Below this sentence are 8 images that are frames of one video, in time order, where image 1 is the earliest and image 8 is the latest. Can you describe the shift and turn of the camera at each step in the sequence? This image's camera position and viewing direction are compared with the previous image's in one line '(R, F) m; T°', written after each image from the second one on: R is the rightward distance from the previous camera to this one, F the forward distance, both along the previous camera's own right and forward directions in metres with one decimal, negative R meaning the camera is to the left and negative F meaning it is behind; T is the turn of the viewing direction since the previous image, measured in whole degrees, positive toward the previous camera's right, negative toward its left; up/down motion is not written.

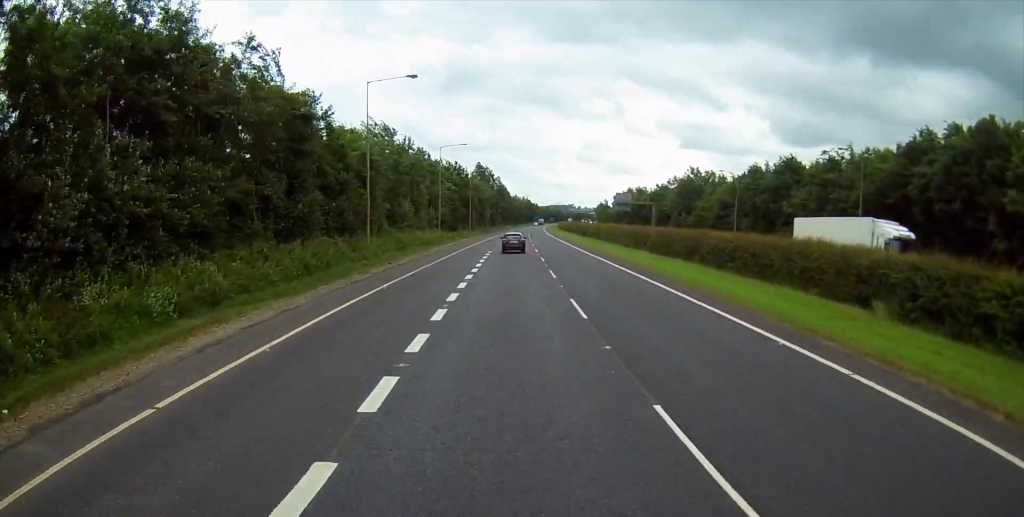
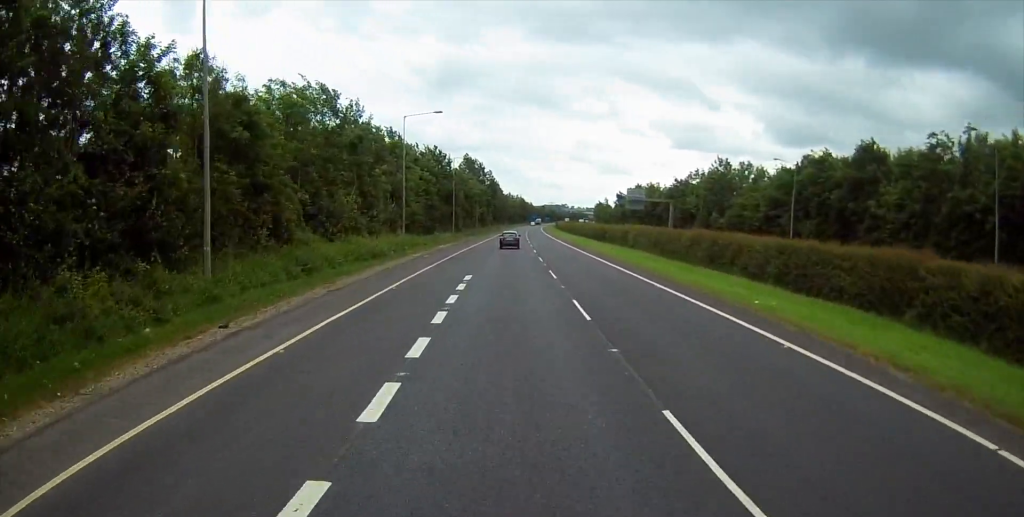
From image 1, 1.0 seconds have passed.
(0.0, +24.2) m; 0°
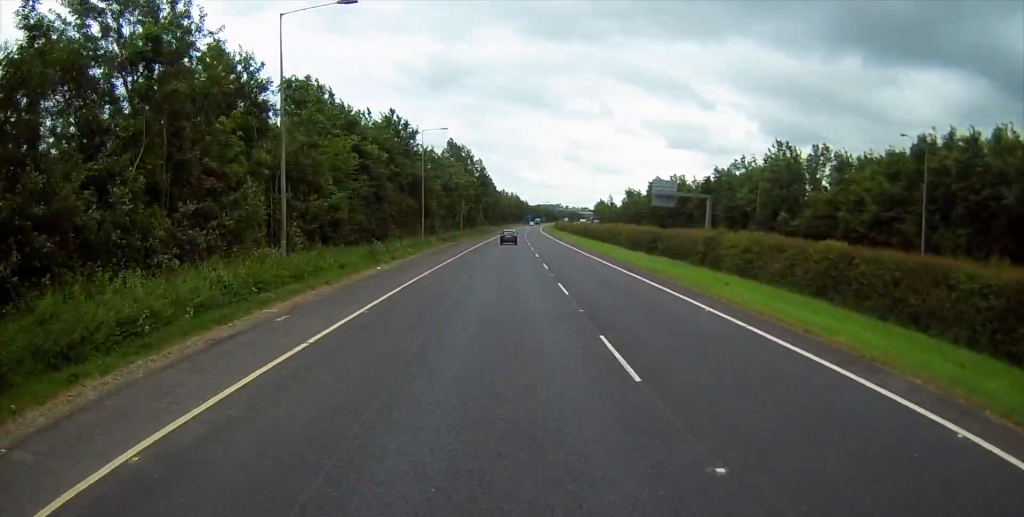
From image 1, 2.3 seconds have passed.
(+0.2, +30.4) m; +1°
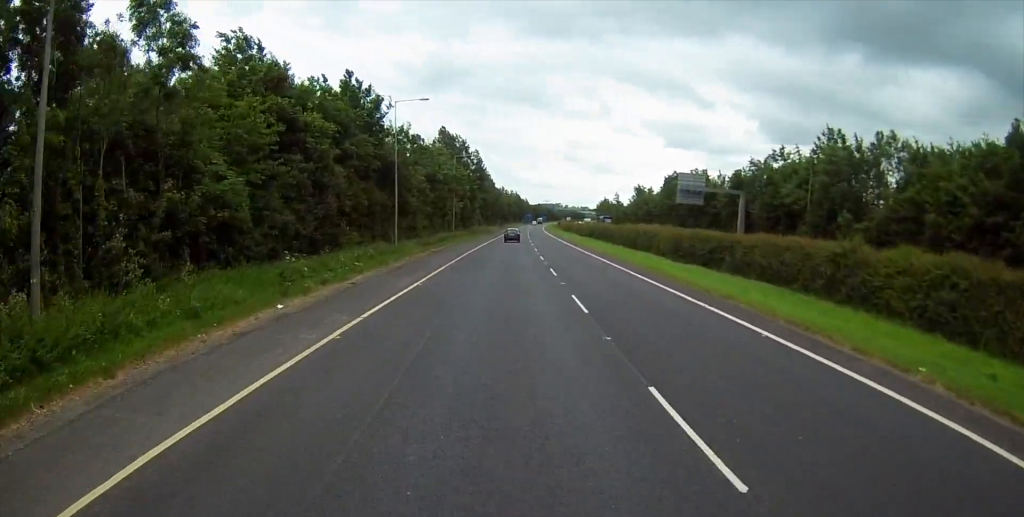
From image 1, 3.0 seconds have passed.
(+0.1, +16.4) m; 0°
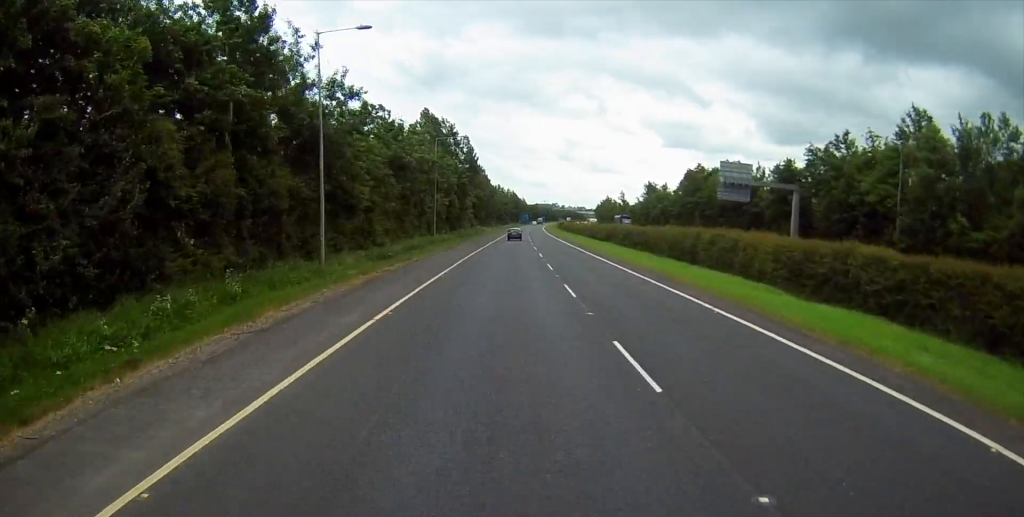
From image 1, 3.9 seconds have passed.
(0.0, +20.3) m; 0°
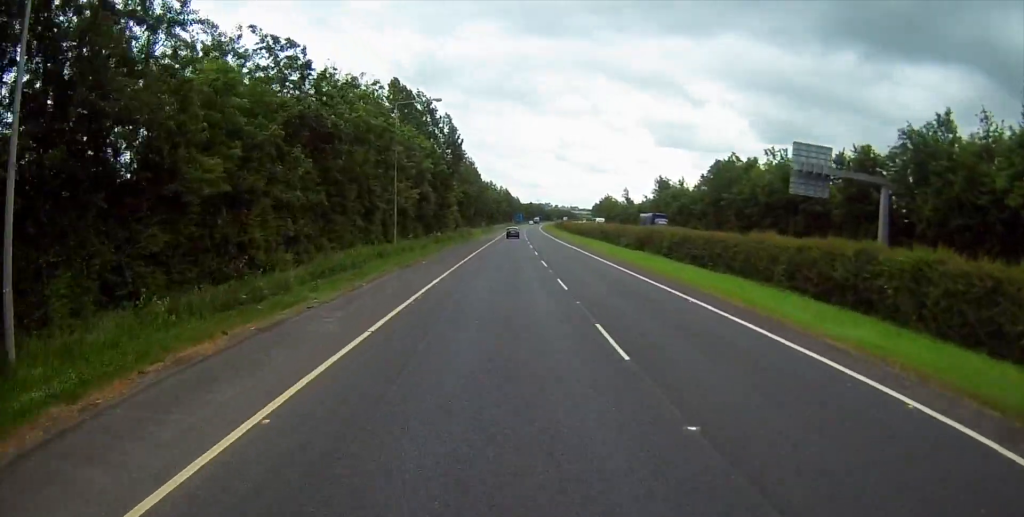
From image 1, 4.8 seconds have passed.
(0.0, +21.9) m; +1°
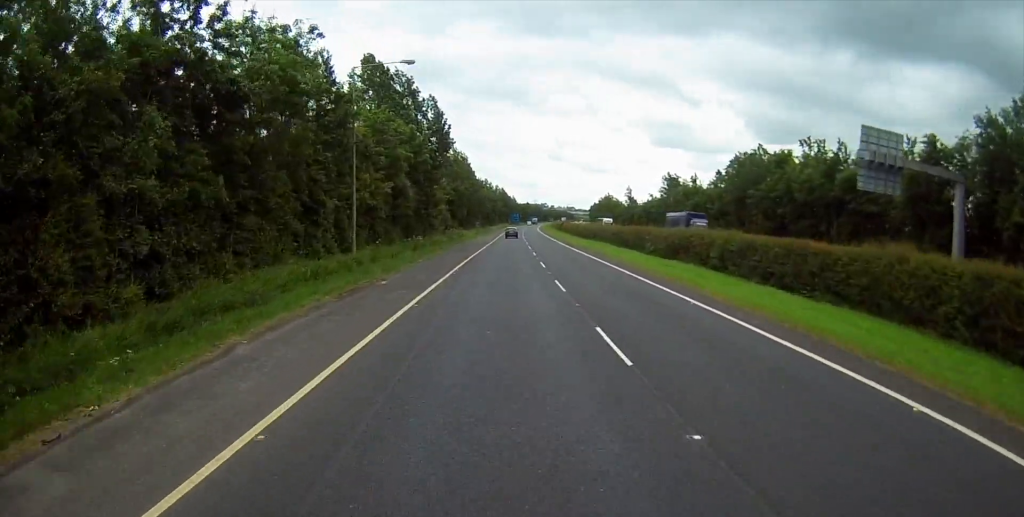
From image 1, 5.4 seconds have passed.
(+0.2, +12.5) m; 0°
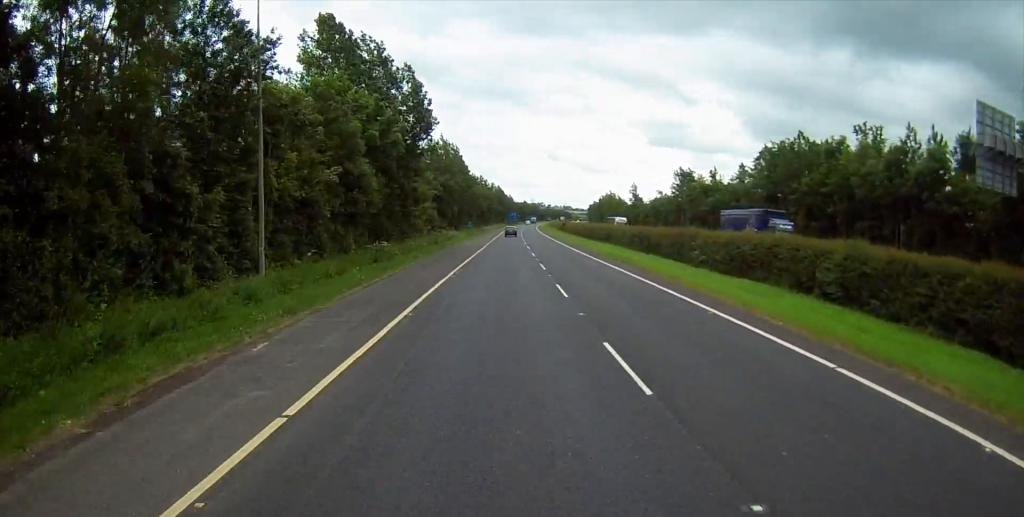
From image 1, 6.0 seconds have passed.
(0.0, +14.1) m; 0°
